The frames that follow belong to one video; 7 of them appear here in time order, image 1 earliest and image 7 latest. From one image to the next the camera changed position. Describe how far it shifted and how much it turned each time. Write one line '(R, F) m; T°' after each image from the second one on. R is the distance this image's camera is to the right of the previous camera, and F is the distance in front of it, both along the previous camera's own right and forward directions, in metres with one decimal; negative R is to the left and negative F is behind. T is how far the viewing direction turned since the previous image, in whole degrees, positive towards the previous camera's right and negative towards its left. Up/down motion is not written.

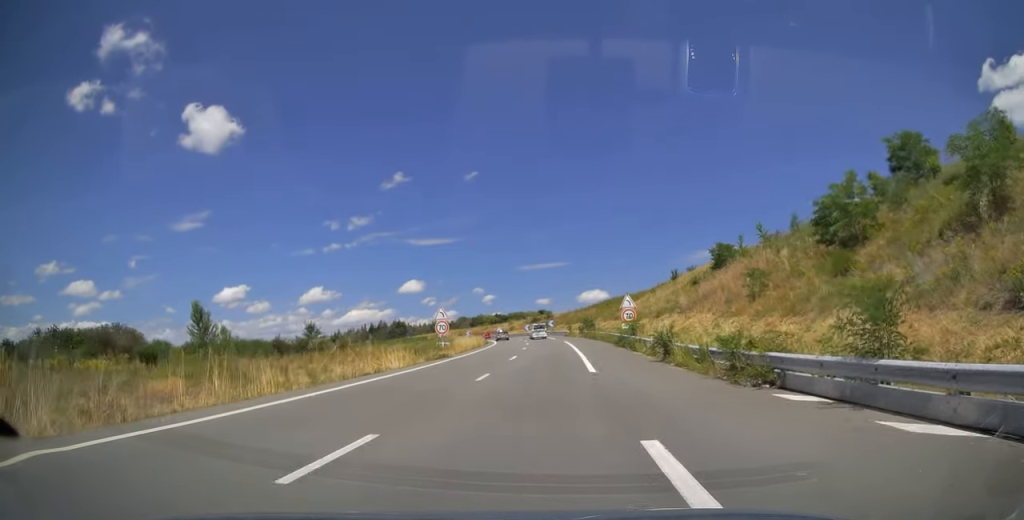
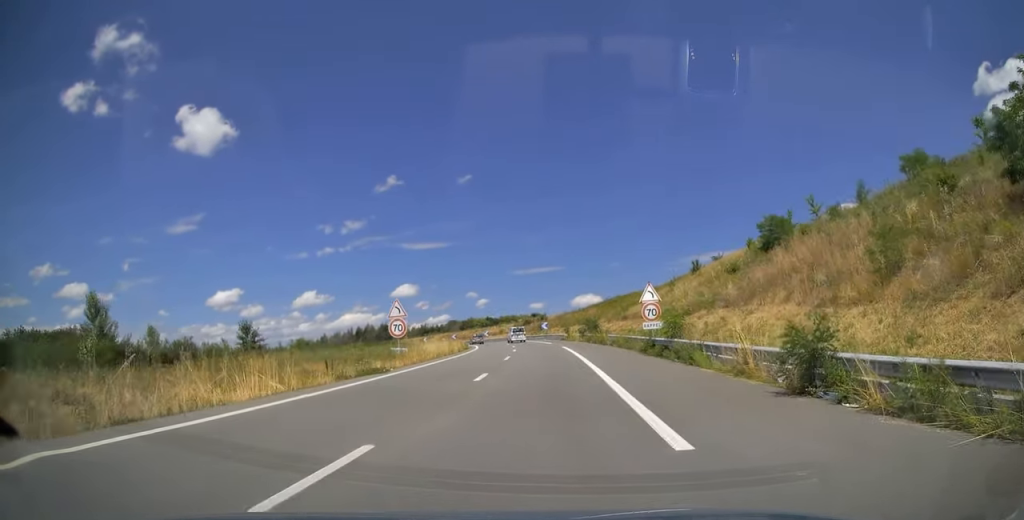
(+0.2, +14.1) m; +1°
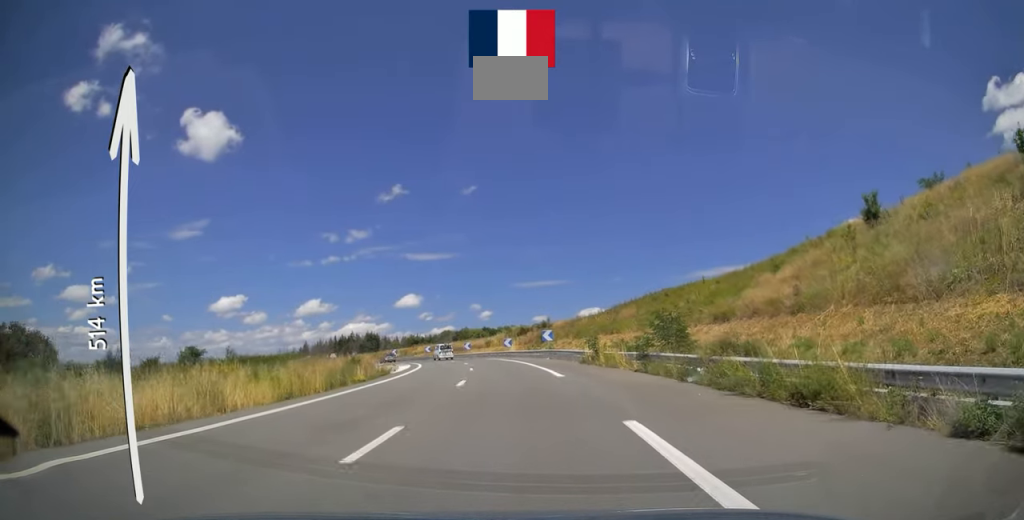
(0.0, +36.2) m; -1°
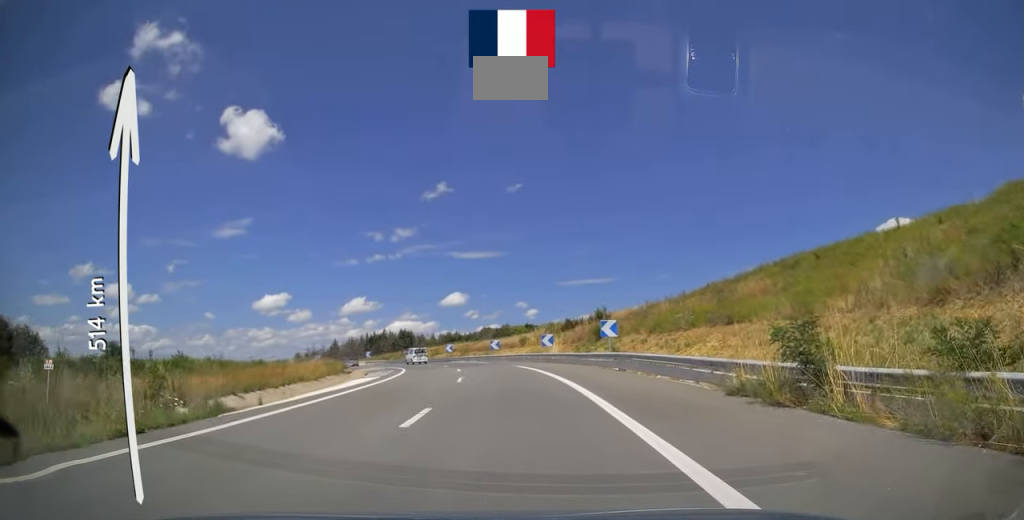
(-0.2, +23.1) m; -3°
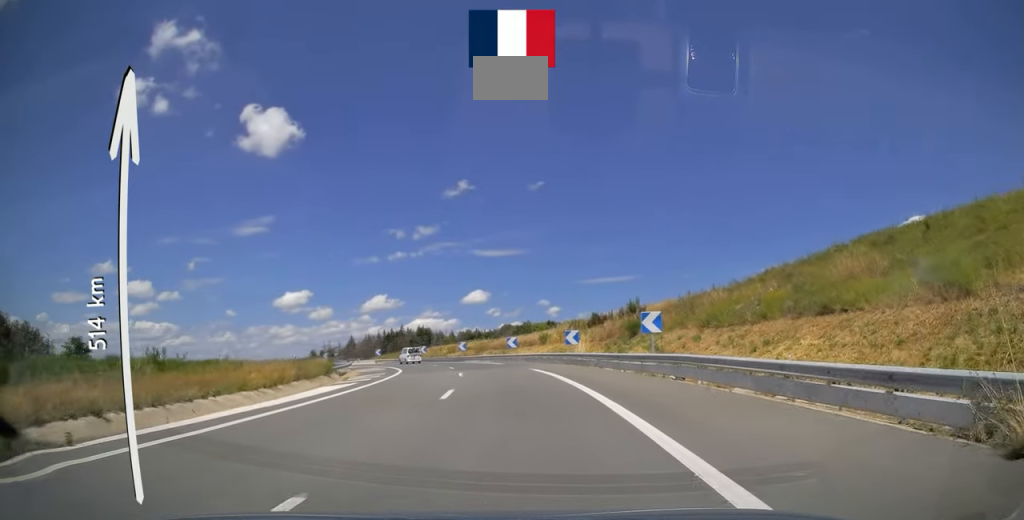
(-0.3, +8.0) m; -2°
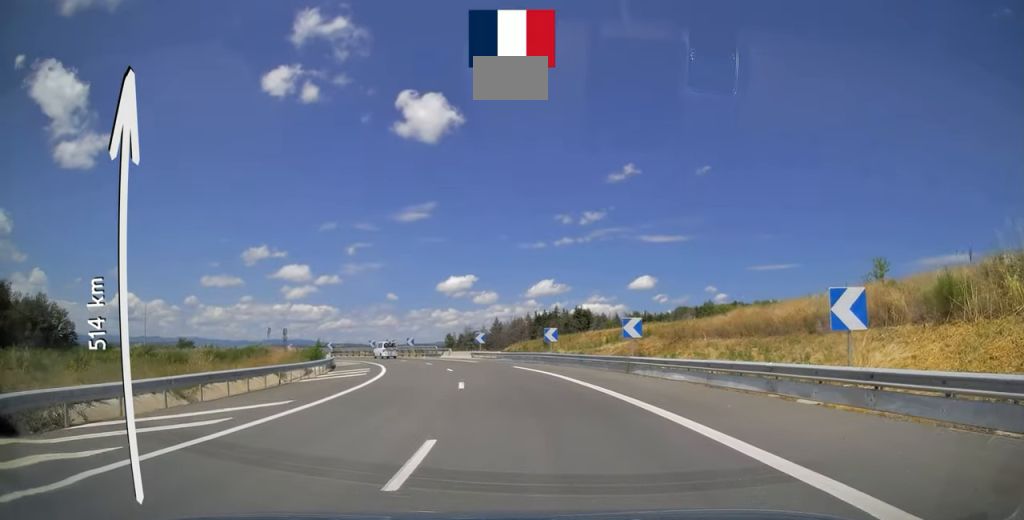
(-5.8, +48.0) m; -15°
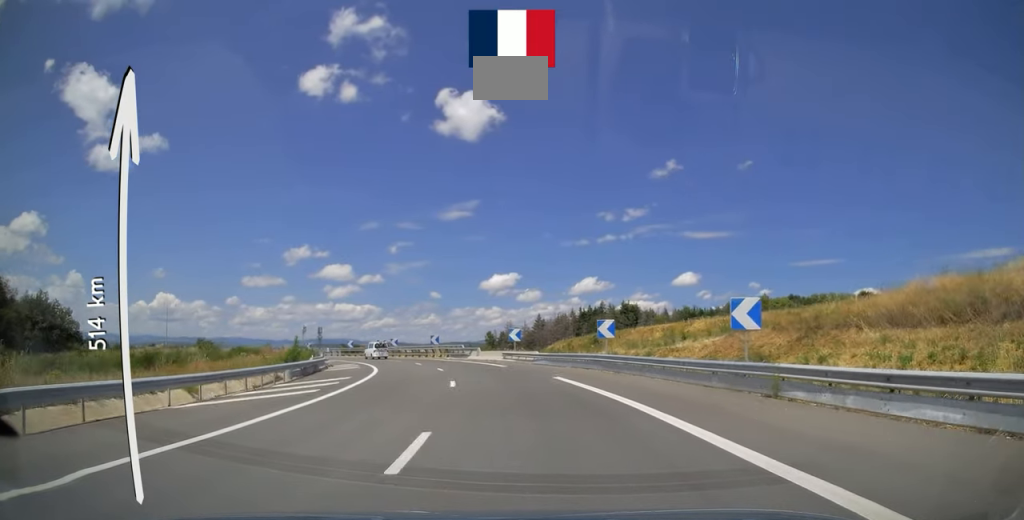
(-0.5, +12.1) m; -4°
